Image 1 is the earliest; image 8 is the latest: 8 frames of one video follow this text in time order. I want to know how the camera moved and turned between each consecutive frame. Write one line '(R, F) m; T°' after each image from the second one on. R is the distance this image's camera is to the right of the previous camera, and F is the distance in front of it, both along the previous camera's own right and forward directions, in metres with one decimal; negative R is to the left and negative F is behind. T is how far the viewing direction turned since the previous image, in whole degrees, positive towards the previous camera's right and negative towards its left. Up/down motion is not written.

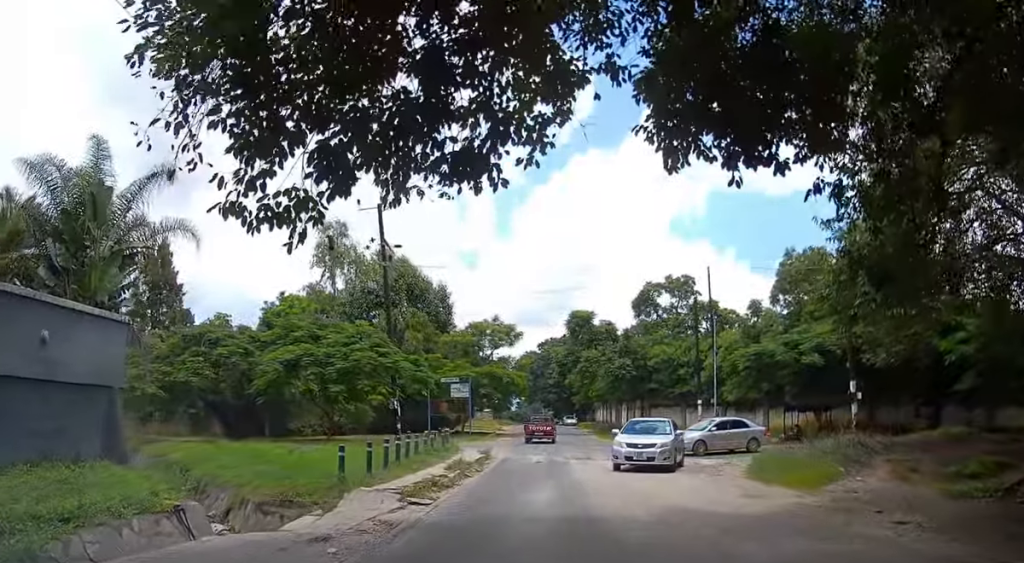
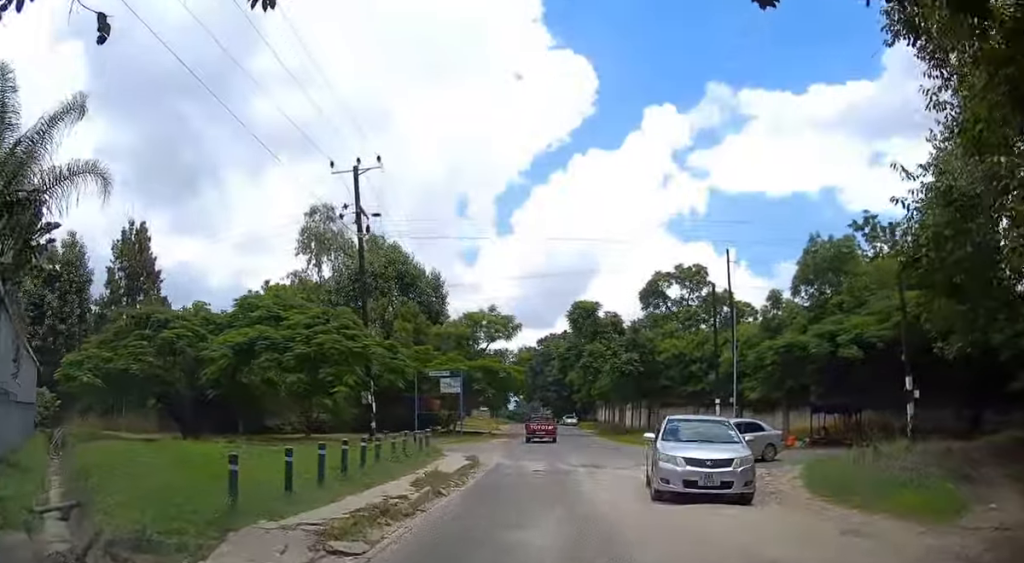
(-0.1, +4.1) m; -1°
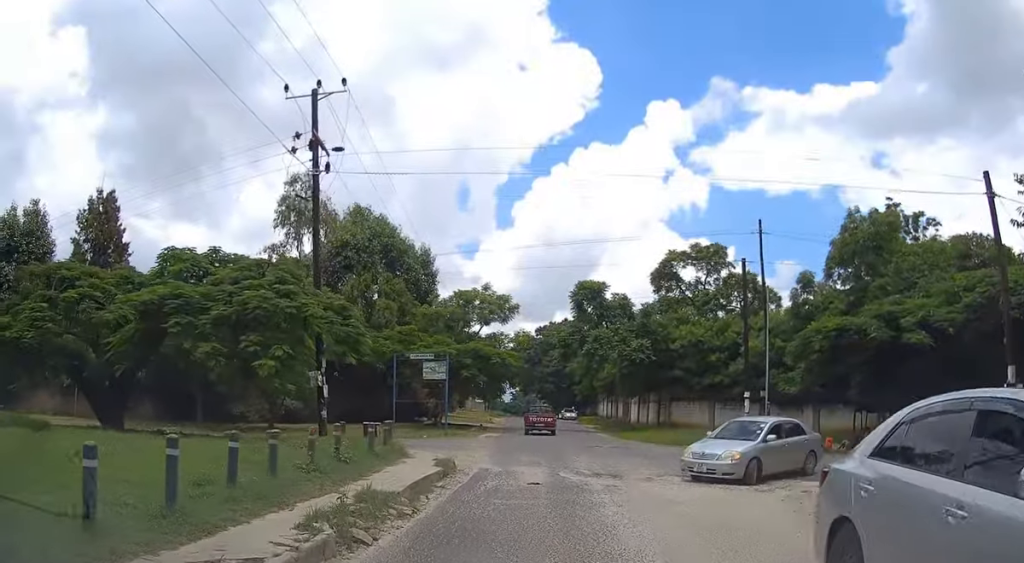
(+0.1, +5.5) m; +2°
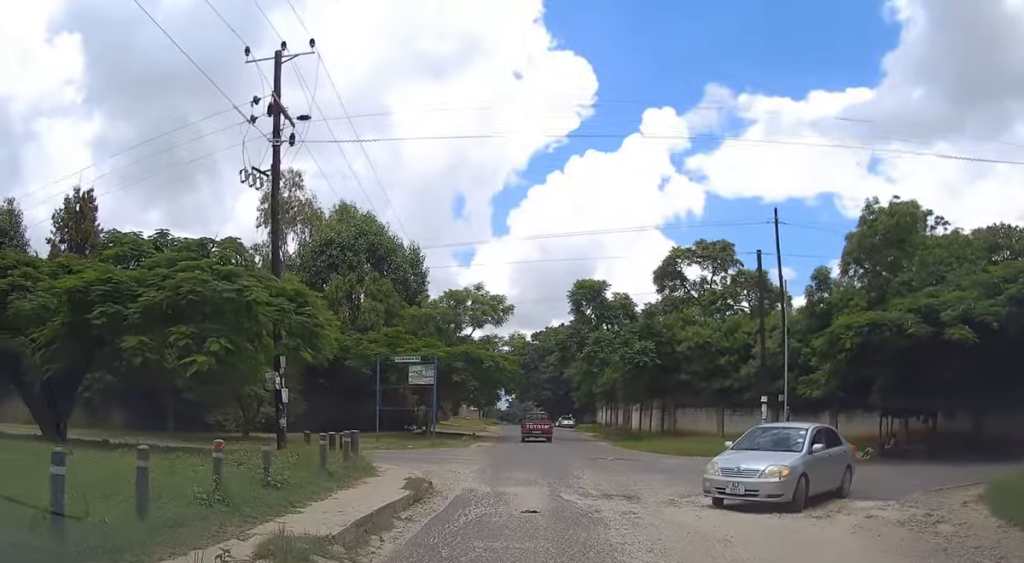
(+0.1, +3.1) m; +1°
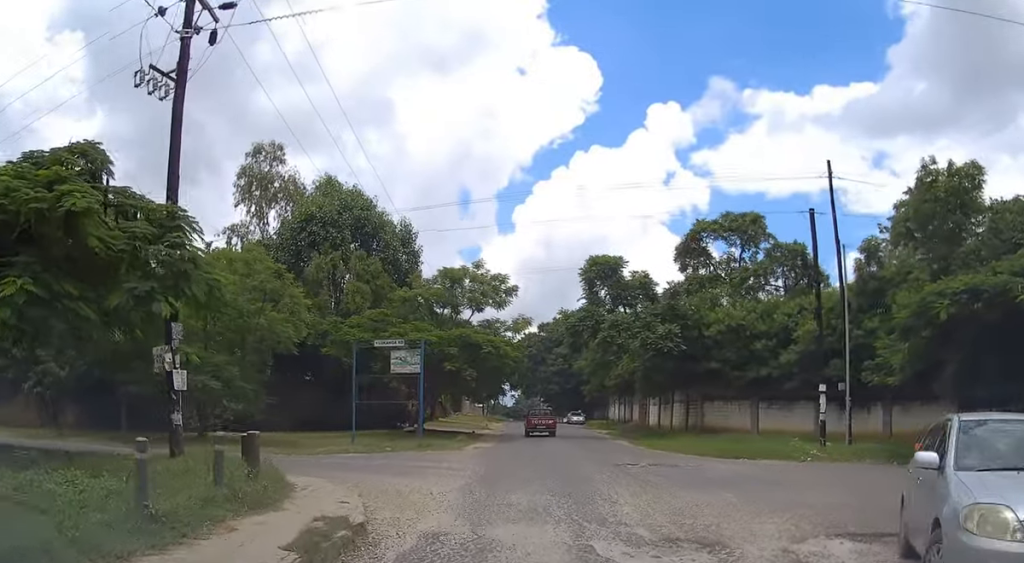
(+0.1, +5.8) m; +1°
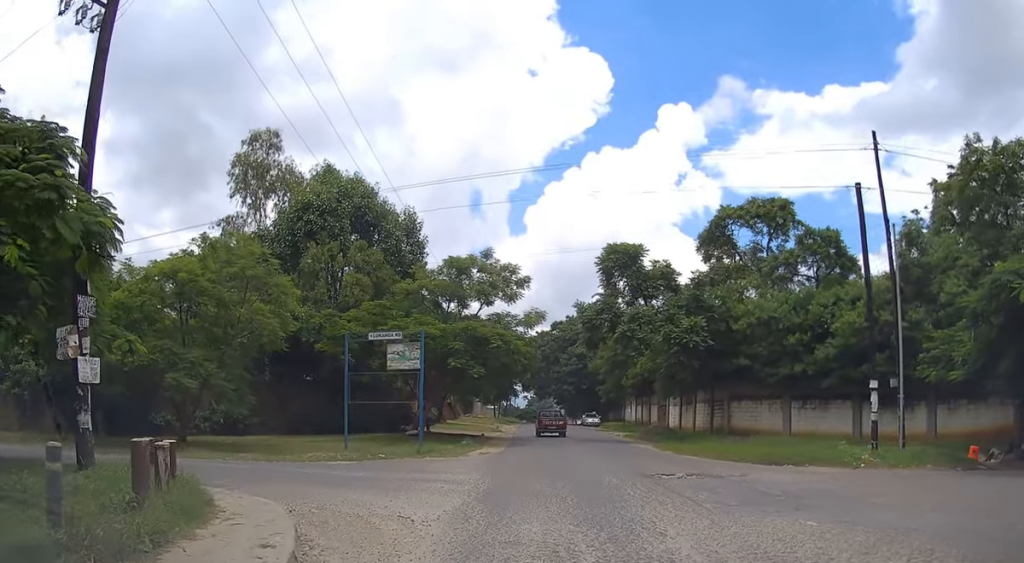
(0.0, +3.4) m; 0°
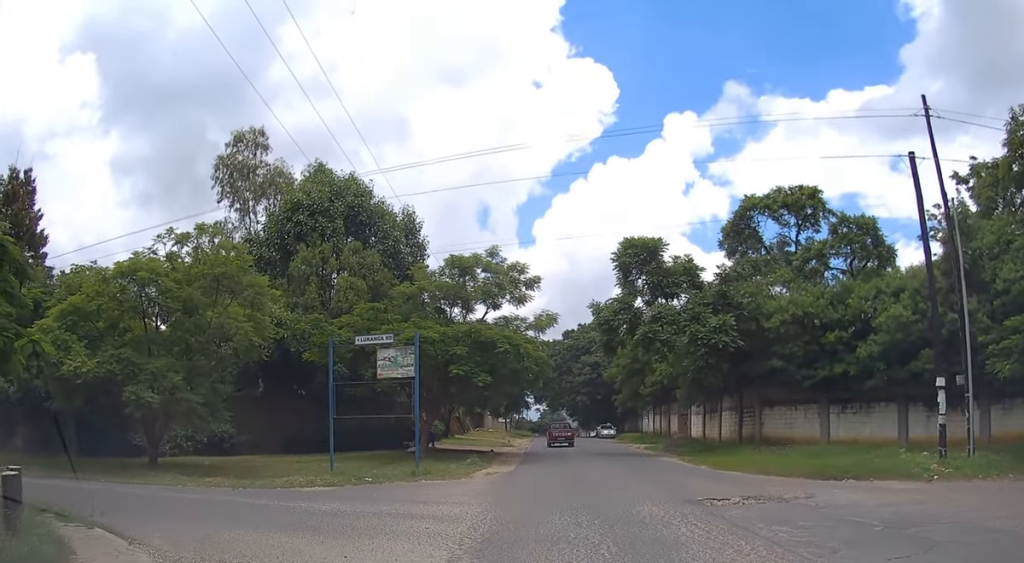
(0.0, +4.4) m; 0°
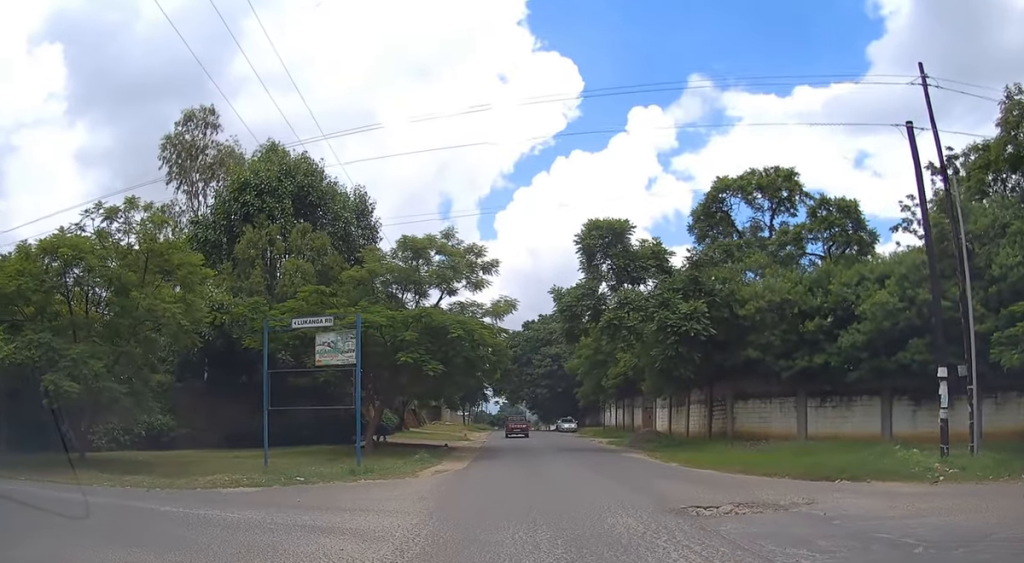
(0.0, +2.8) m; 0°
